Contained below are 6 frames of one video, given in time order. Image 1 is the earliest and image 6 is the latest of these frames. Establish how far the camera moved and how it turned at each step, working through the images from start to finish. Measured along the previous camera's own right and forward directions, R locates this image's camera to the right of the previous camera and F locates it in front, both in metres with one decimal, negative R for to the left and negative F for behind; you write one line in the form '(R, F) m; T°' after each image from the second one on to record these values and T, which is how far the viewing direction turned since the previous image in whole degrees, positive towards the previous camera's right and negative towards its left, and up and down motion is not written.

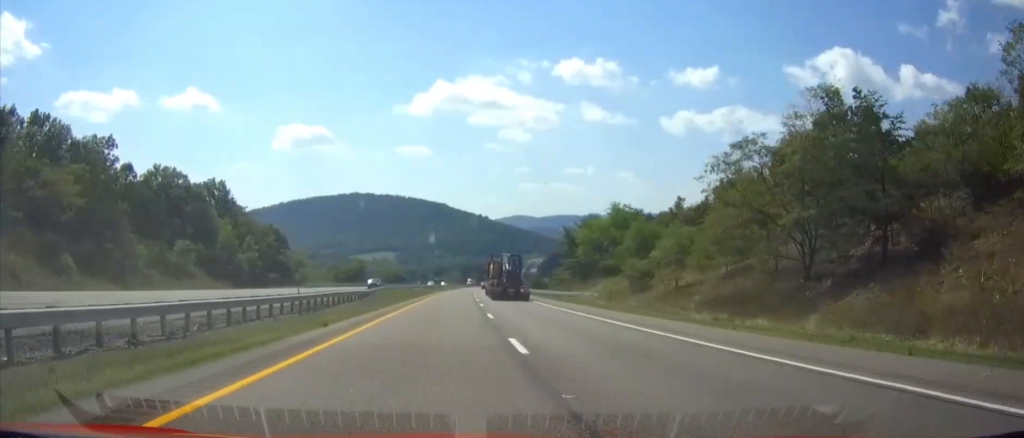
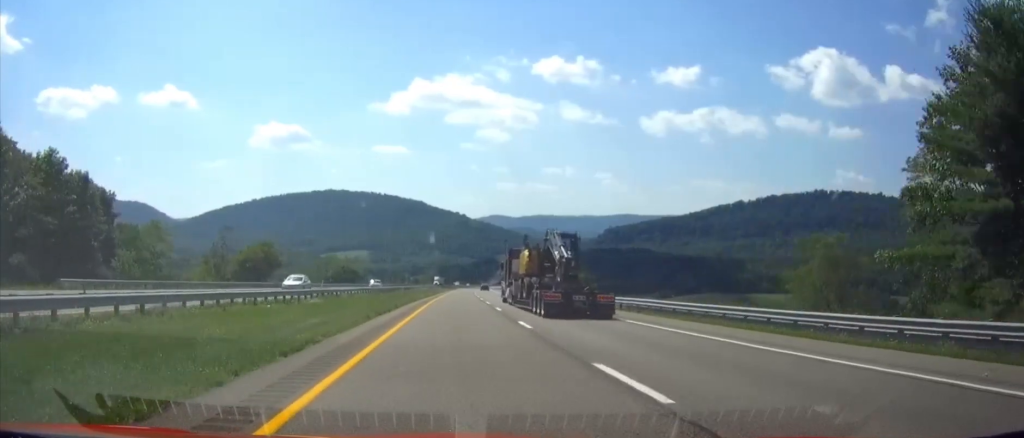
(+1.5, +78.8) m; +2°
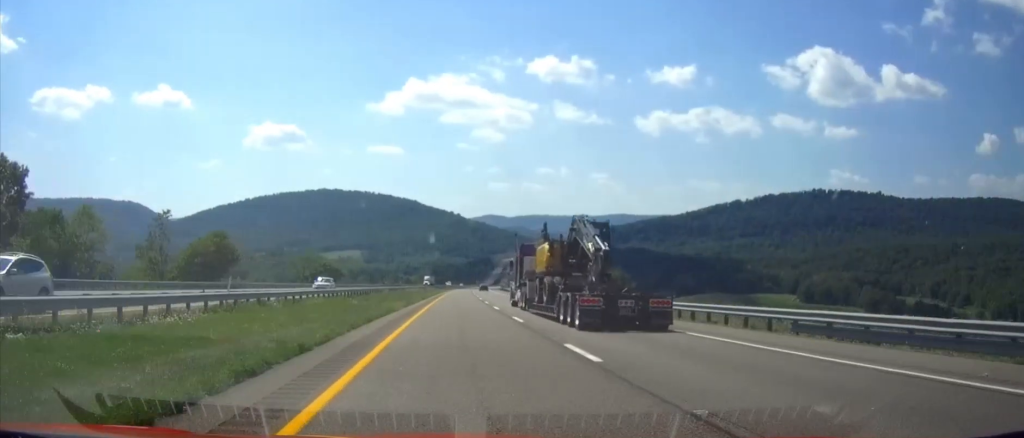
(0.0, +20.8) m; 0°
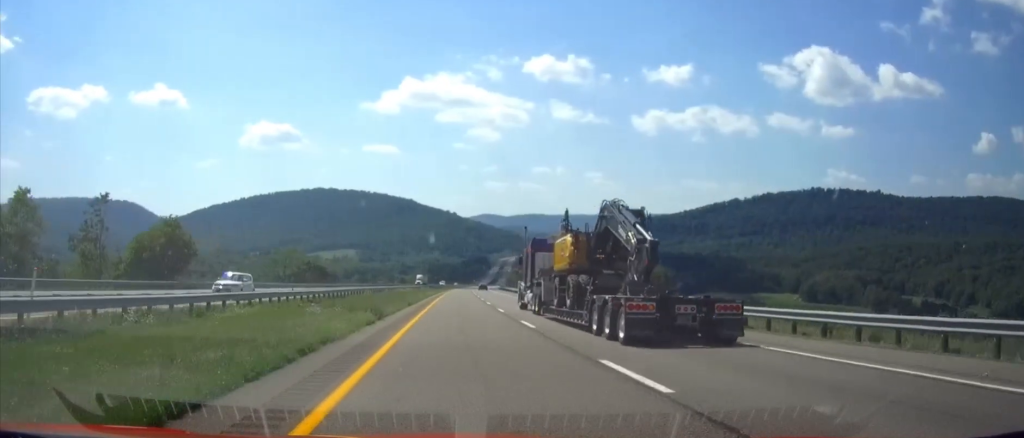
(+0.1, +15.0) m; 0°
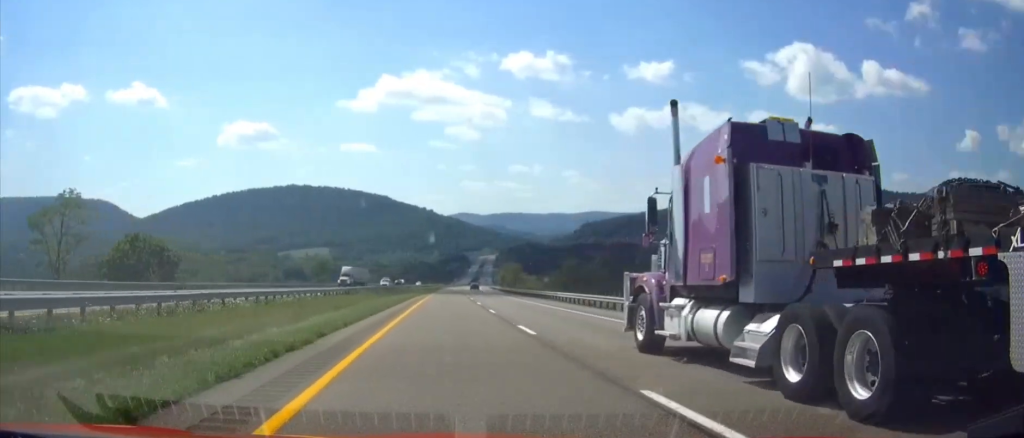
(+1.5, +77.3) m; +2°
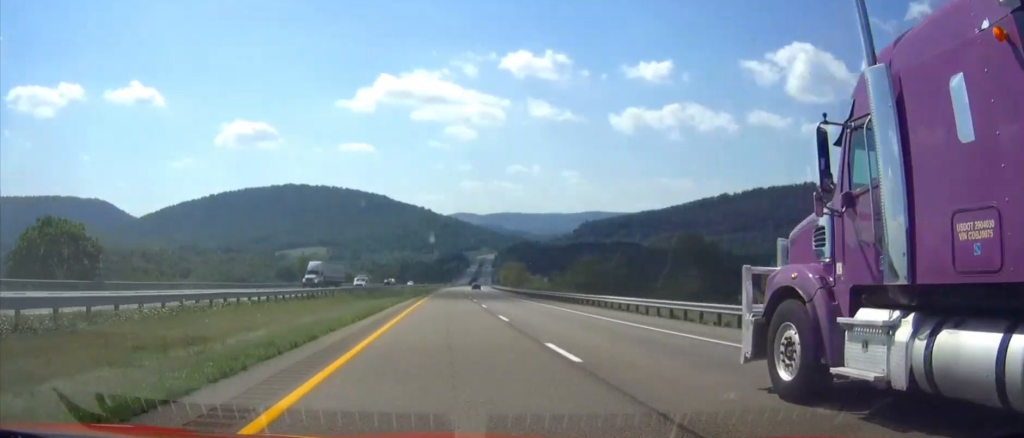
(+0.1, +18.4) m; 0°
